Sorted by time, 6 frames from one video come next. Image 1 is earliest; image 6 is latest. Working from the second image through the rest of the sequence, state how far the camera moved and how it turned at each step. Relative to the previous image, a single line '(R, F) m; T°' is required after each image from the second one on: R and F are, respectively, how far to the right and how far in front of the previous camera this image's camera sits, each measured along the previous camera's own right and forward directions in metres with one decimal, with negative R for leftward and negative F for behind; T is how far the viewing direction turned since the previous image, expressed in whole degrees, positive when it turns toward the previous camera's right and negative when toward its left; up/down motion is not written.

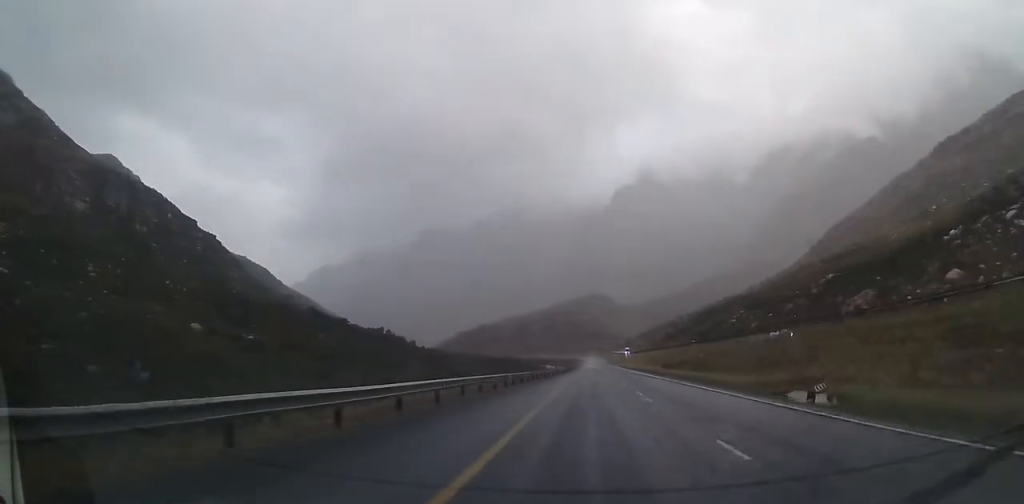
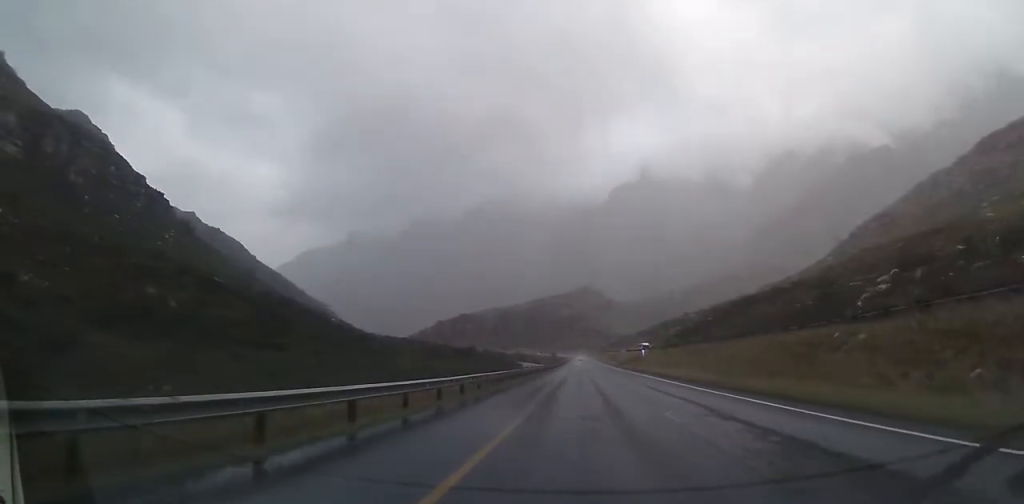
(+3.9, +90.4) m; +3°
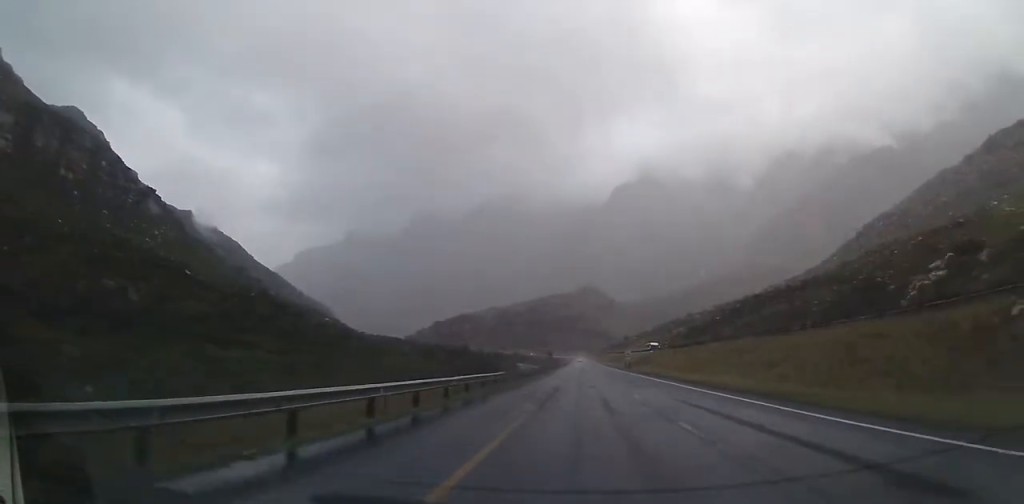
(0.0, +14.2) m; 0°
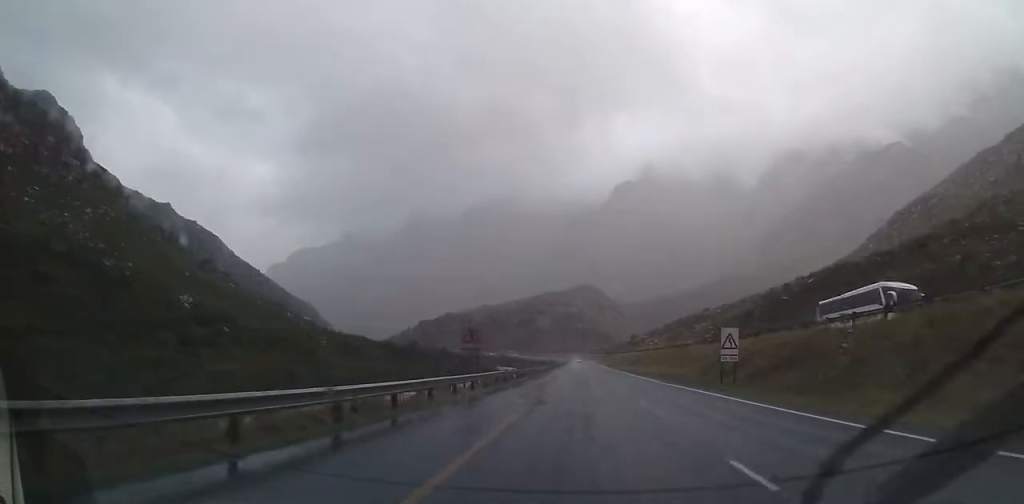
(0.0, +77.9) m; +1°
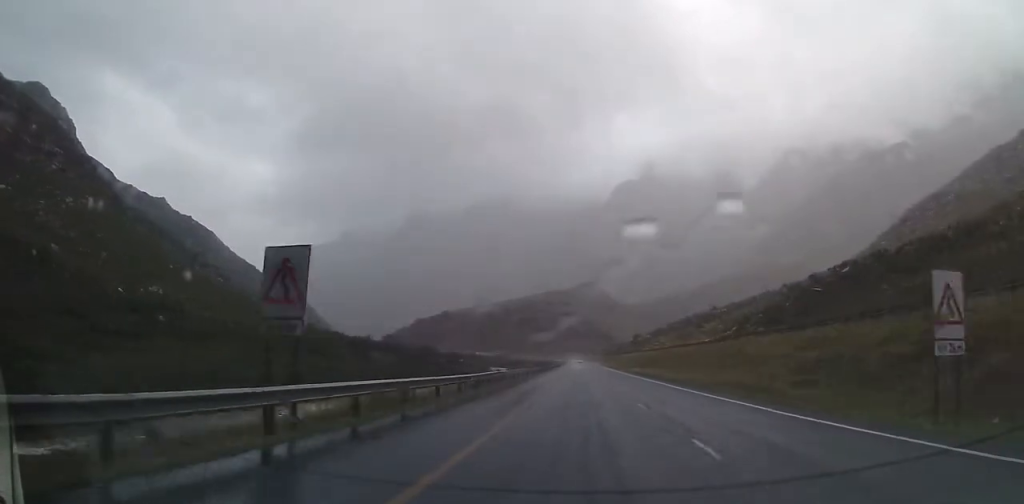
(0.0, +21.6) m; 0°
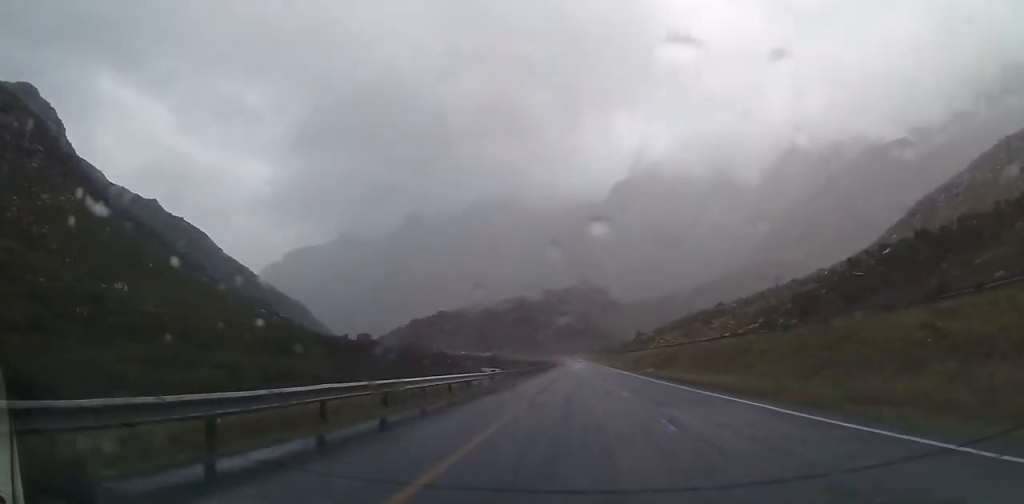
(0.0, +20.6) m; 0°
